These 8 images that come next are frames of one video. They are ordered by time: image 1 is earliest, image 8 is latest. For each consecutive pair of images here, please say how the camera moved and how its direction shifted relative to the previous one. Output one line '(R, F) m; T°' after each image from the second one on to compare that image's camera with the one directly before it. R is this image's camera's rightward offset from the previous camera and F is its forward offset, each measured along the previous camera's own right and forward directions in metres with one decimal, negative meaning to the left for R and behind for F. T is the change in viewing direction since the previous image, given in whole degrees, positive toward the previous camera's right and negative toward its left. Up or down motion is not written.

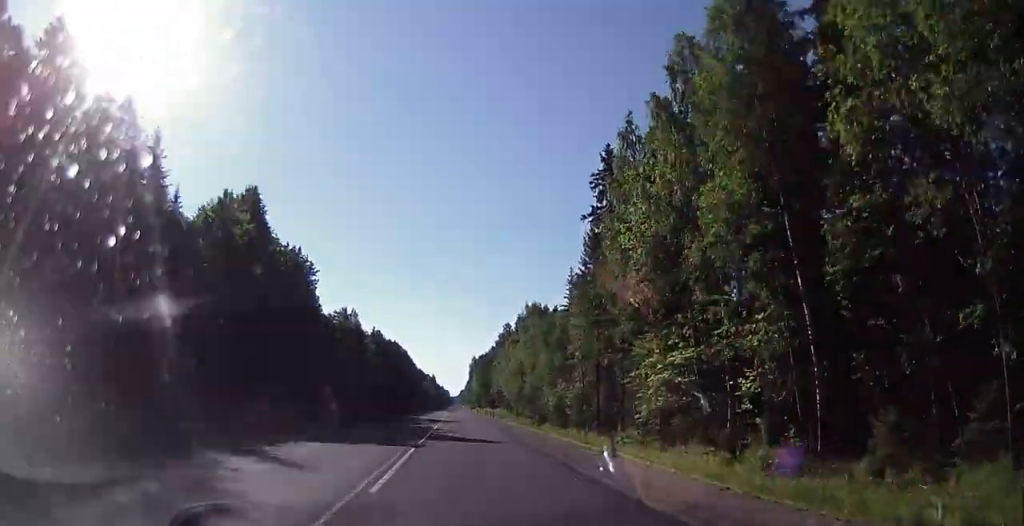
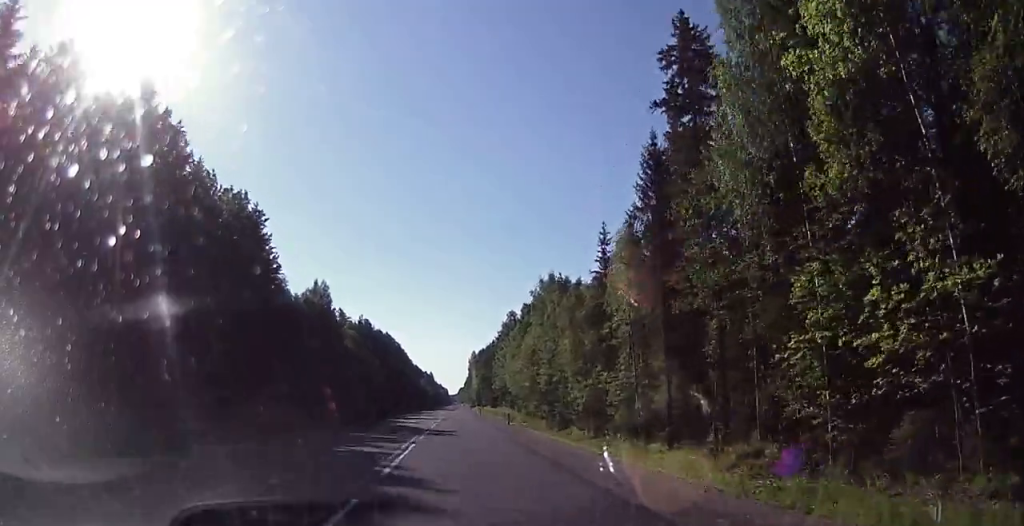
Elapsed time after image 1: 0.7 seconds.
(0.0, +21.7) m; 0°
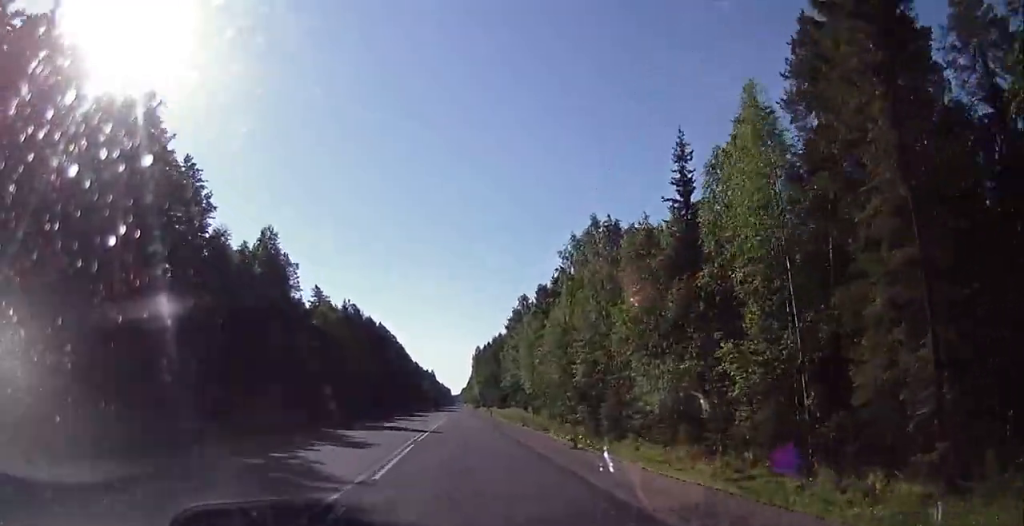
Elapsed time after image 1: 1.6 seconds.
(-0.1, +24.7) m; -1°
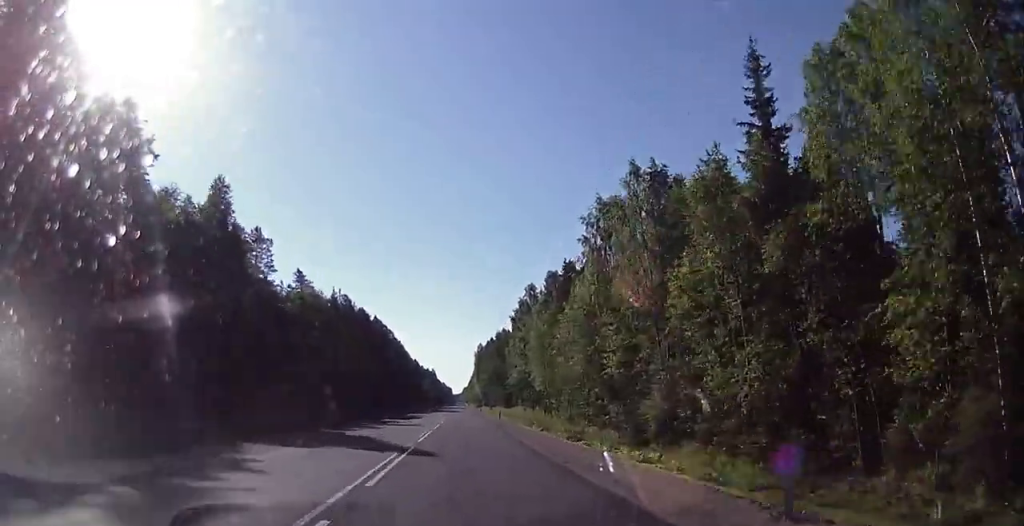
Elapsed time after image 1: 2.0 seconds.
(-0.1, +12.8) m; 0°
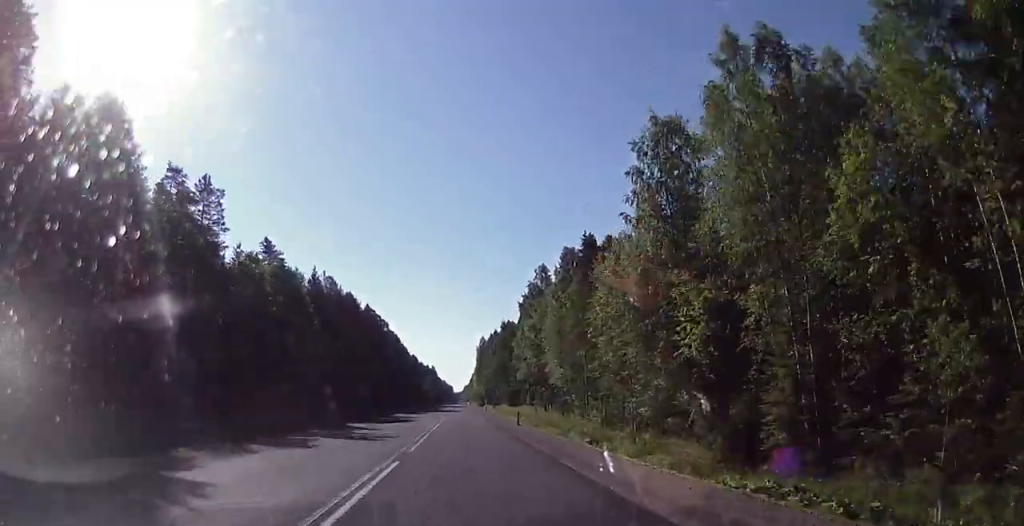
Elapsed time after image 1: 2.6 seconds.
(-0.1, +16.8) m; 0°
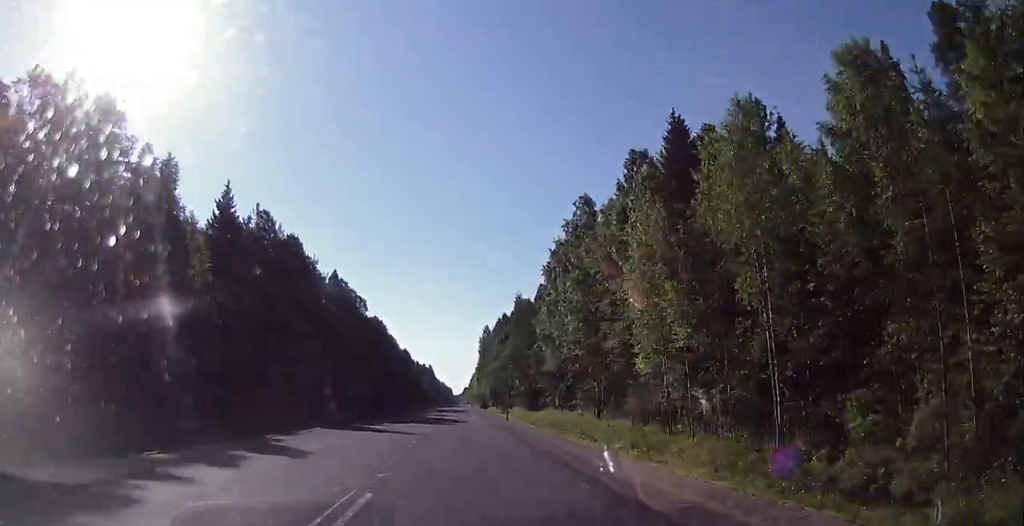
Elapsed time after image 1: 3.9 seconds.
(0.0, +40.5) m; 0°
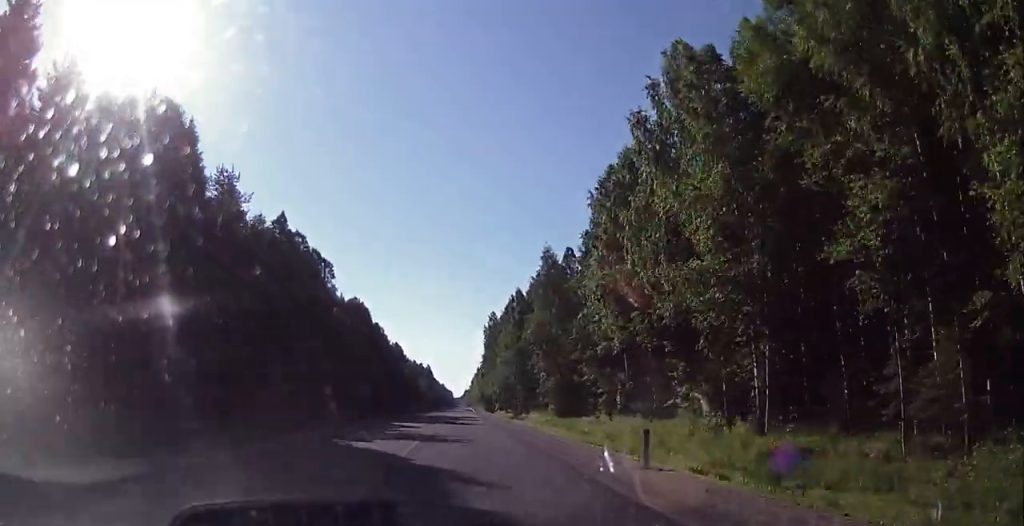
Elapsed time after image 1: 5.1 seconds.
(0.0, +35.6) m; 0°
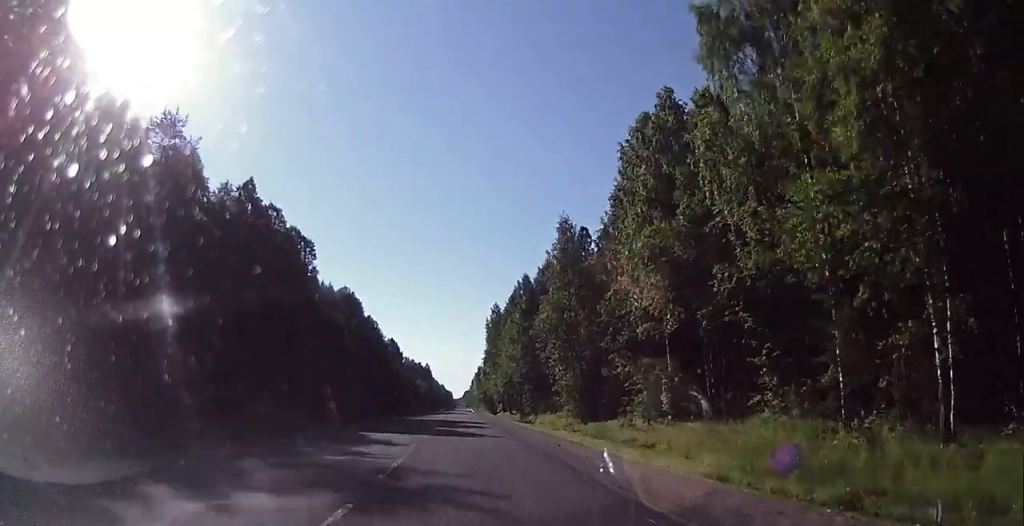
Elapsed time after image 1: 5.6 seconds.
(0.0, +12.9) m; 0°
